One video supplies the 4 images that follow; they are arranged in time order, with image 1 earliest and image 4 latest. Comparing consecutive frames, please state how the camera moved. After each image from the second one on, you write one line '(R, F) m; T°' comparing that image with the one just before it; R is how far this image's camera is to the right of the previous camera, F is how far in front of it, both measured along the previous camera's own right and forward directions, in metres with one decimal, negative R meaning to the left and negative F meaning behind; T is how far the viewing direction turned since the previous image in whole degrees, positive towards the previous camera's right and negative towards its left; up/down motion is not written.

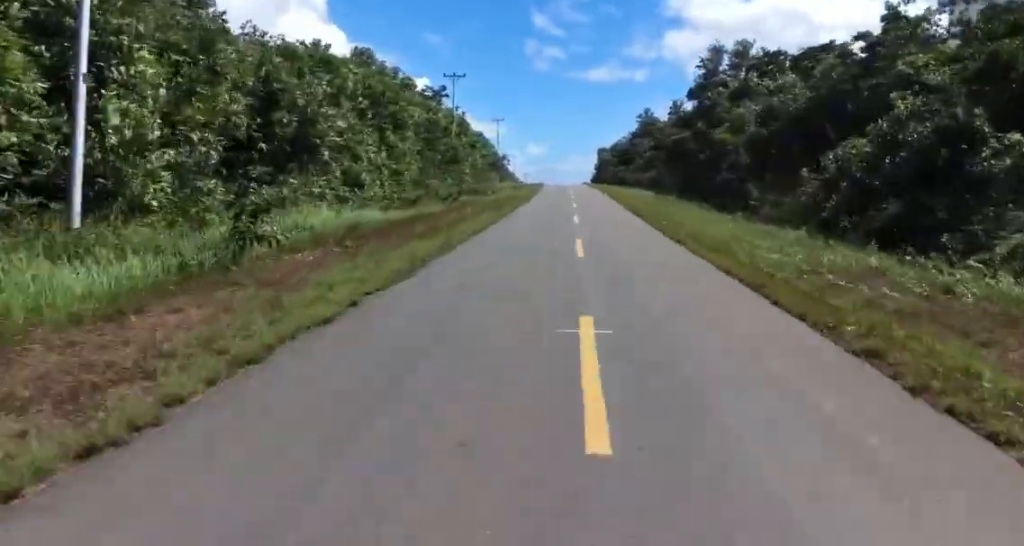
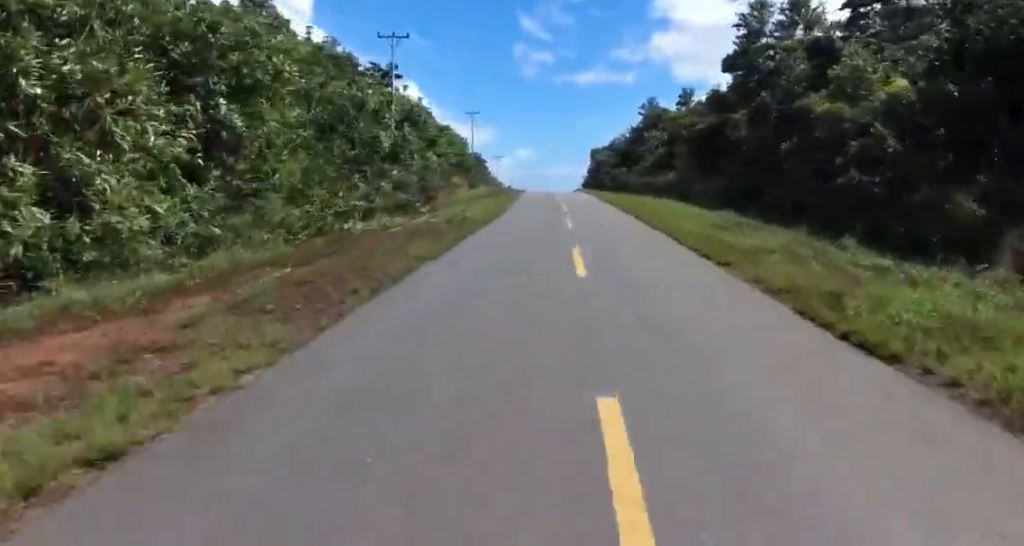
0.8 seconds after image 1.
(+0.7, +18.0) m; -1°
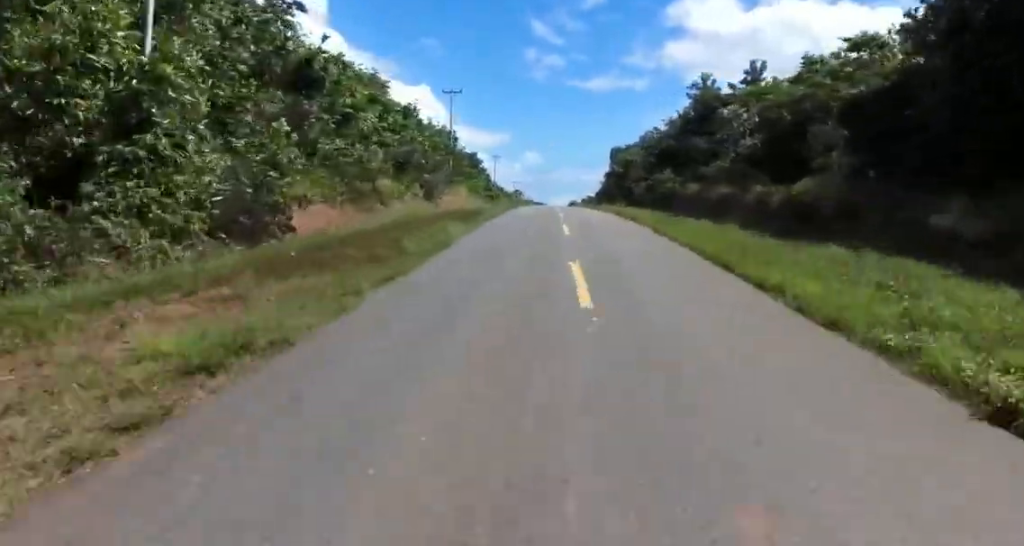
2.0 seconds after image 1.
(-1.4, +26.5) m; -1°
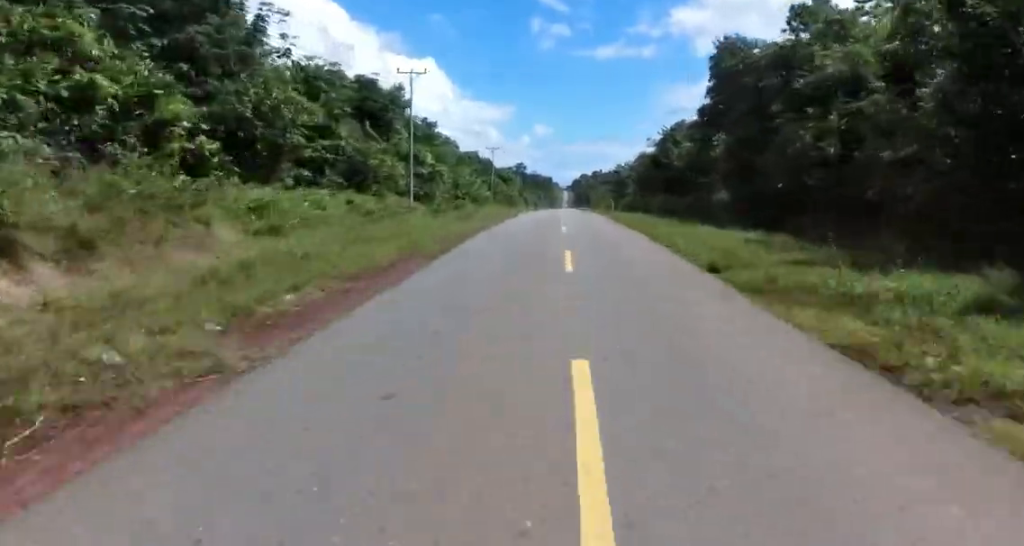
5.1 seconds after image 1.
(+4.4, +72.1) m; +3°
